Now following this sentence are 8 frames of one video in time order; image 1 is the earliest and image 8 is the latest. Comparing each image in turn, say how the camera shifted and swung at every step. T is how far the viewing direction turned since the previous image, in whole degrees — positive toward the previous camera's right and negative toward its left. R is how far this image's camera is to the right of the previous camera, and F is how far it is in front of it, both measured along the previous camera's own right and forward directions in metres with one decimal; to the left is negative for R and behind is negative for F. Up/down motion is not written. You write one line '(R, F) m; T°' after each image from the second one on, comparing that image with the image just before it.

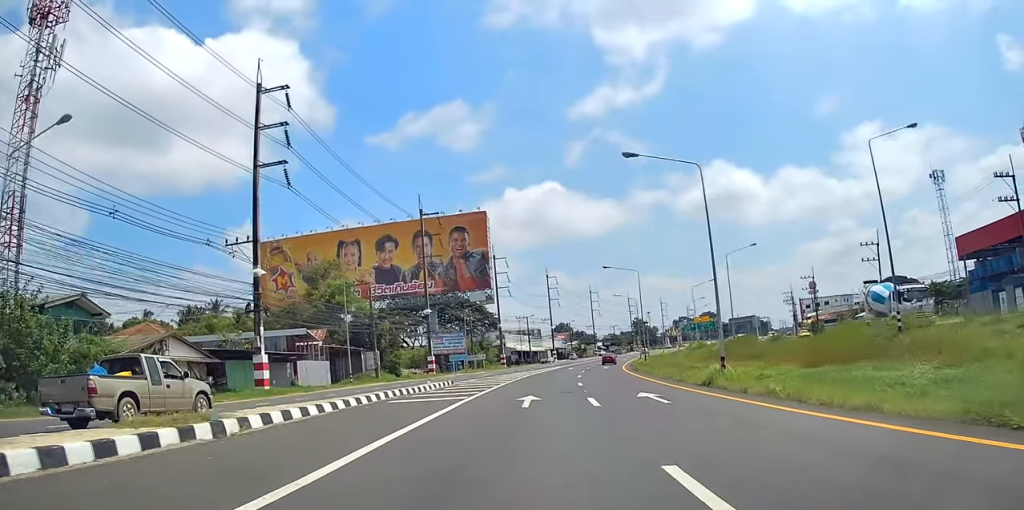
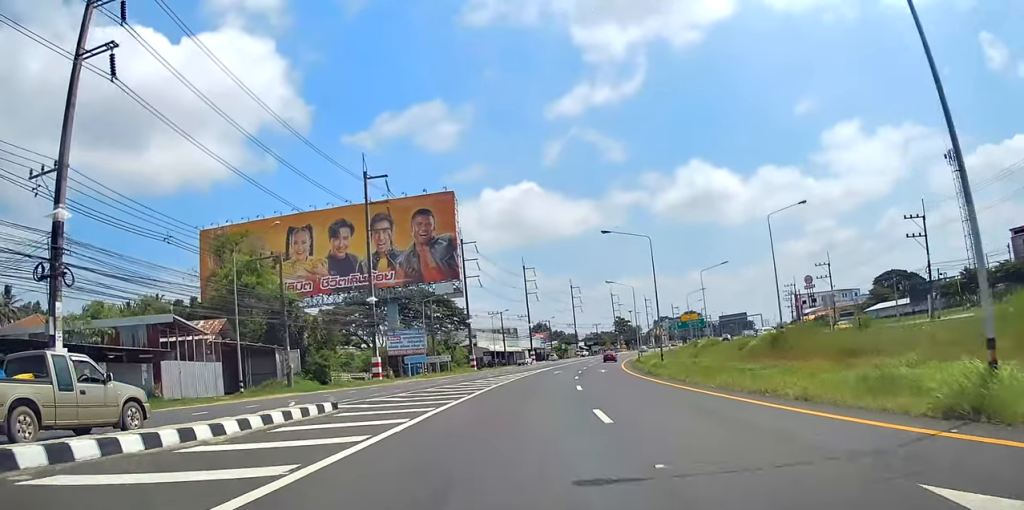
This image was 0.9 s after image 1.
(0.0, +16.7) m; +3°
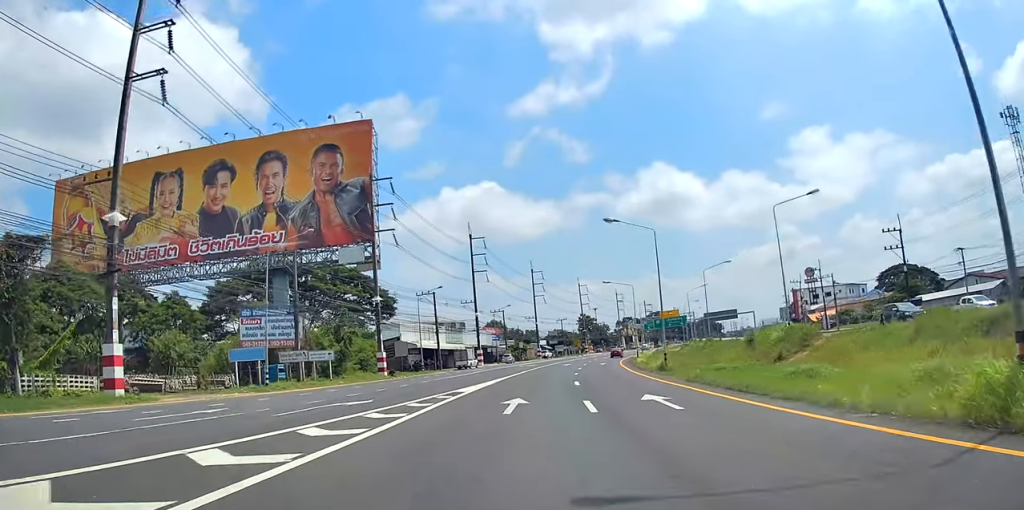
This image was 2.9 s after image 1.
(+1.2, +33.9) m; +2°
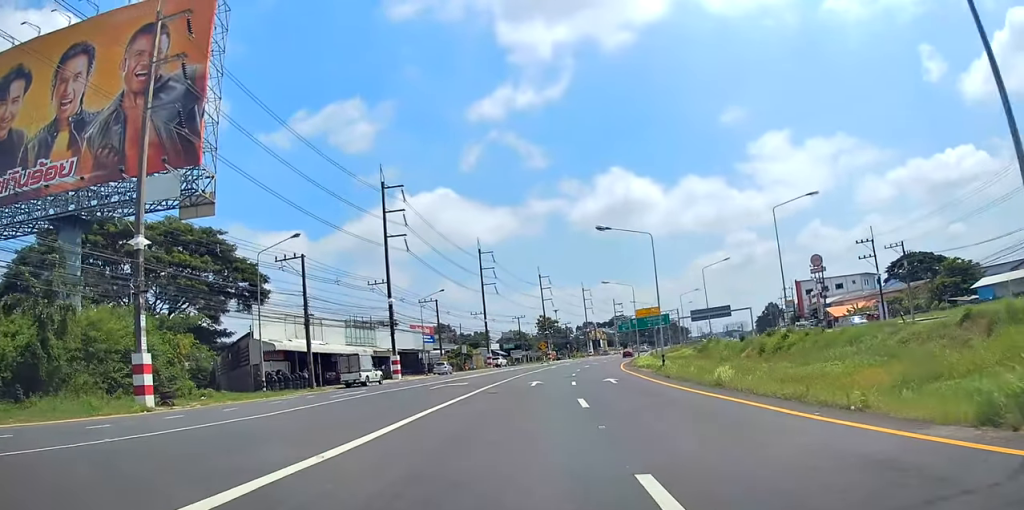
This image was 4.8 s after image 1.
(+1.7, +33.4) m; +6°
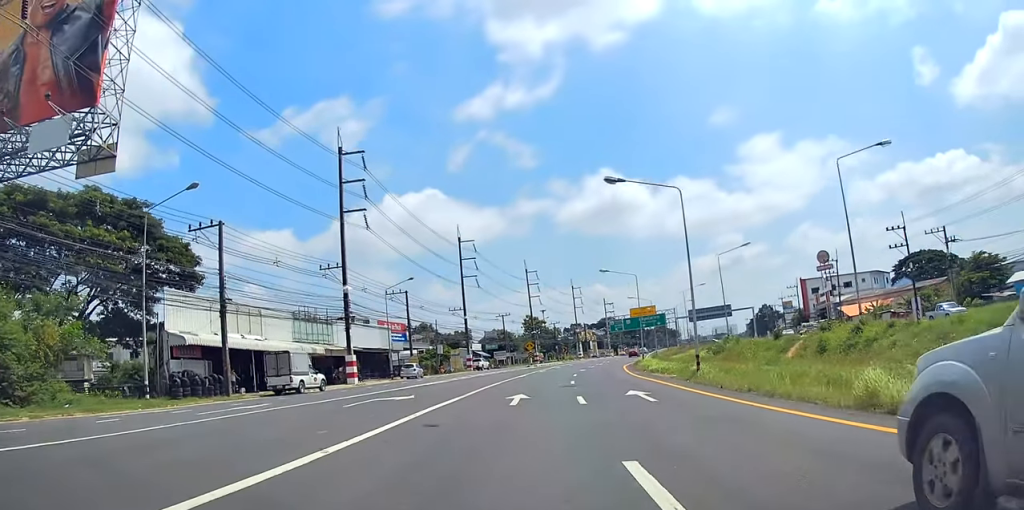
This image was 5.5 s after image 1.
(+0.1, +11.2) m; 0°
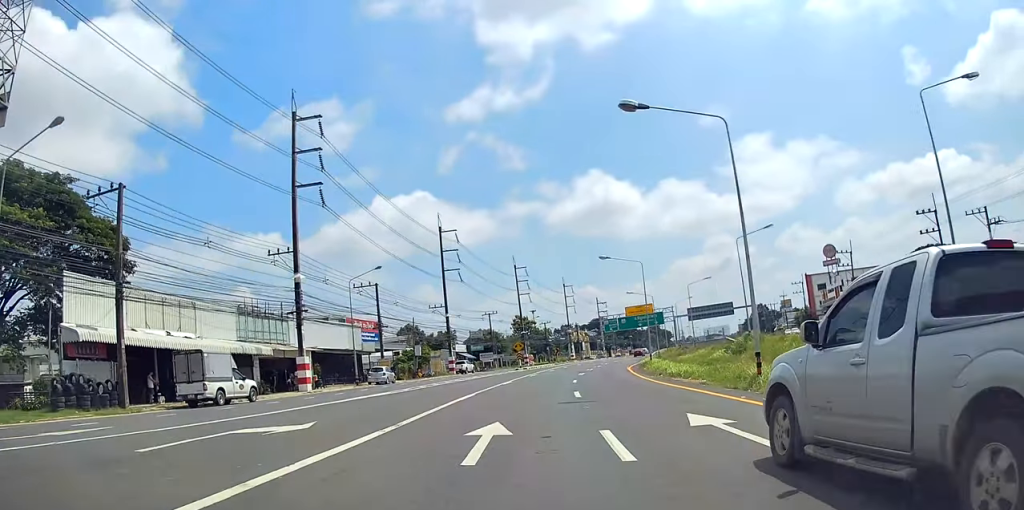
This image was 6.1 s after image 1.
(0.0, +9.2) m; +1°
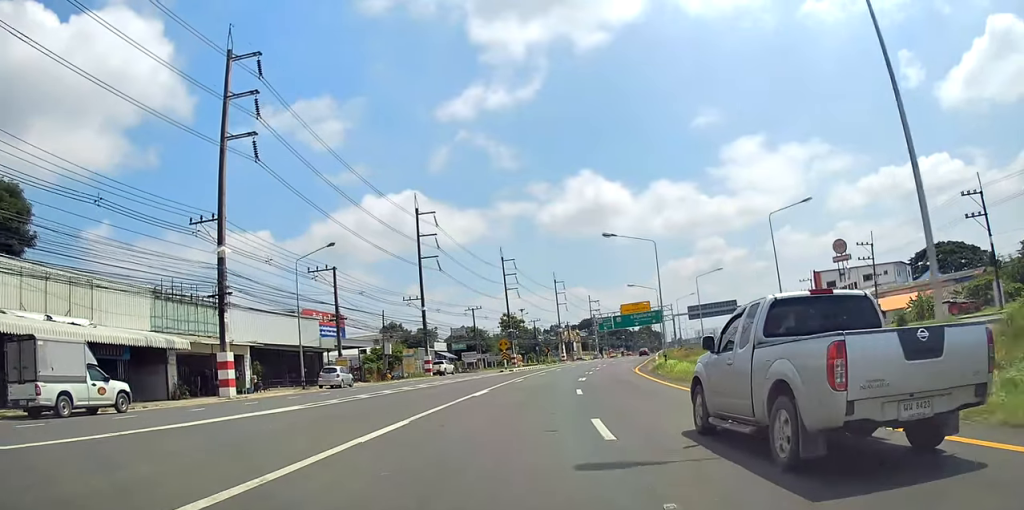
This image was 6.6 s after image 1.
(-0.2, +9.8) m; +1°
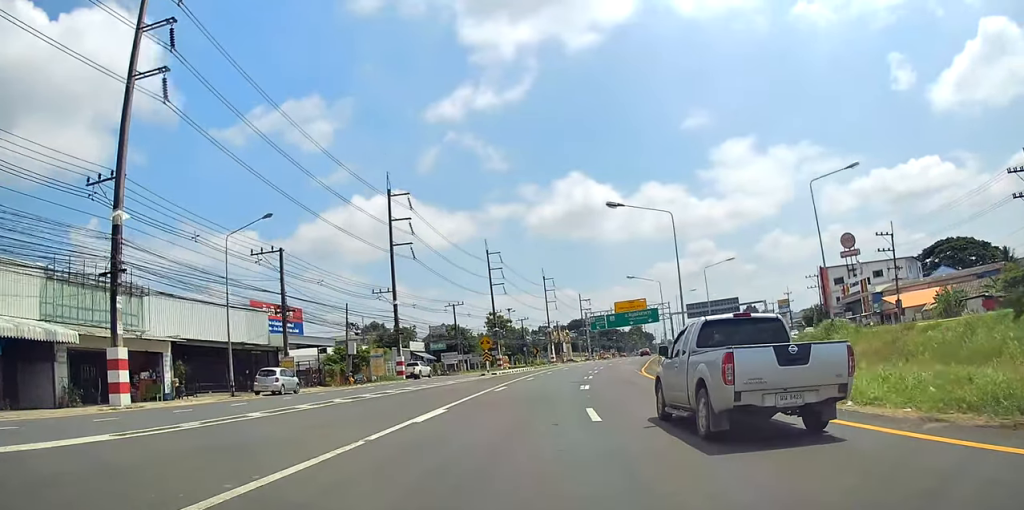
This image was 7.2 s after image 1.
(+0.4, +9.3) m; +1°
